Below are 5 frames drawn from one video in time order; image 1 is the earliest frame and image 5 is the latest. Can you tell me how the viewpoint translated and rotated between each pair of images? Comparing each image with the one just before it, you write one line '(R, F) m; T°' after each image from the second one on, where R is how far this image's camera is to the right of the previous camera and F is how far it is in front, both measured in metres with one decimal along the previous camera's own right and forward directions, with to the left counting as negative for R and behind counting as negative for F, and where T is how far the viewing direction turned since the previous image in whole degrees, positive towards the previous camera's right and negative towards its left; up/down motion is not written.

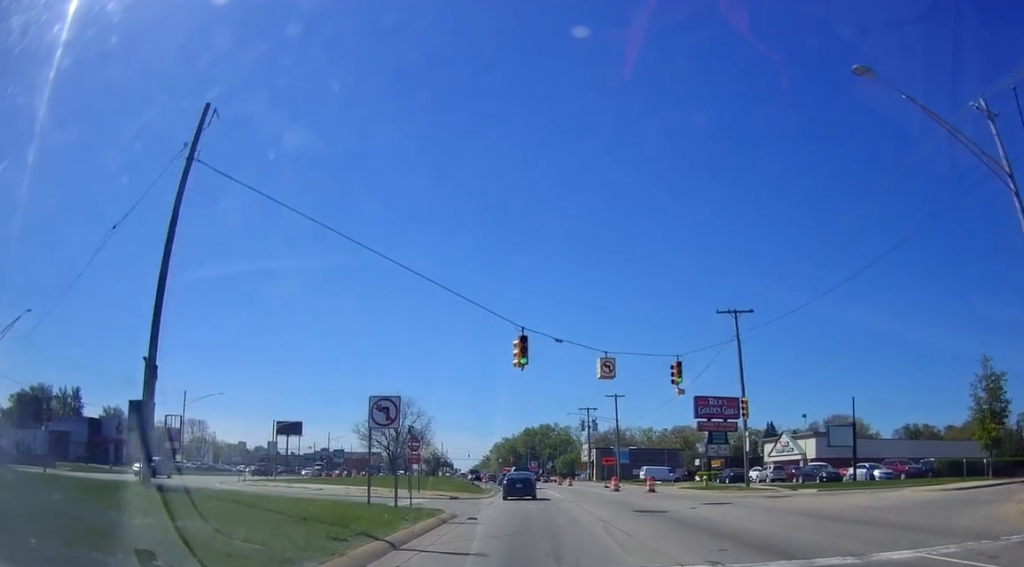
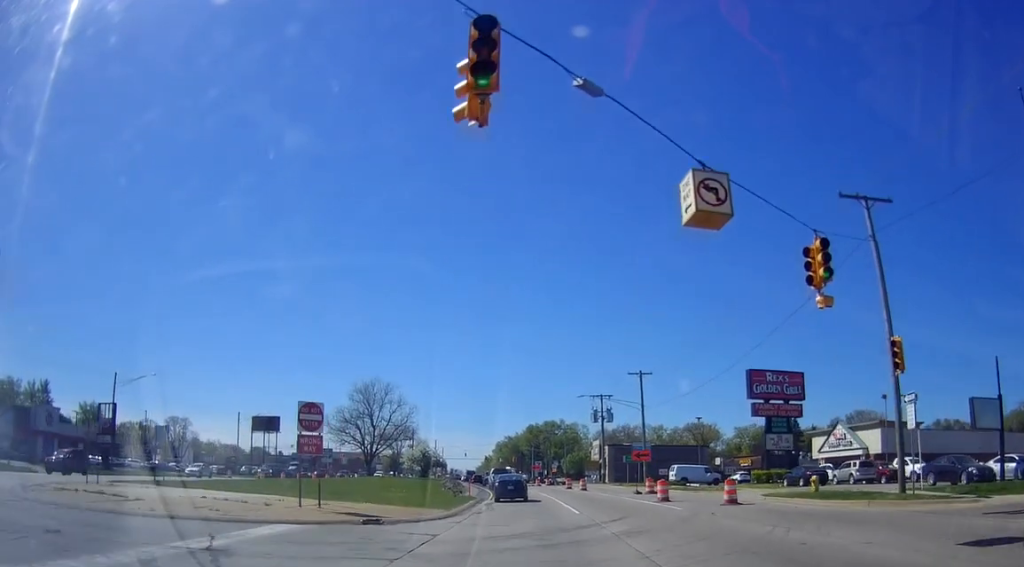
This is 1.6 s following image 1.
(-1.0, +18.0) m; -8°
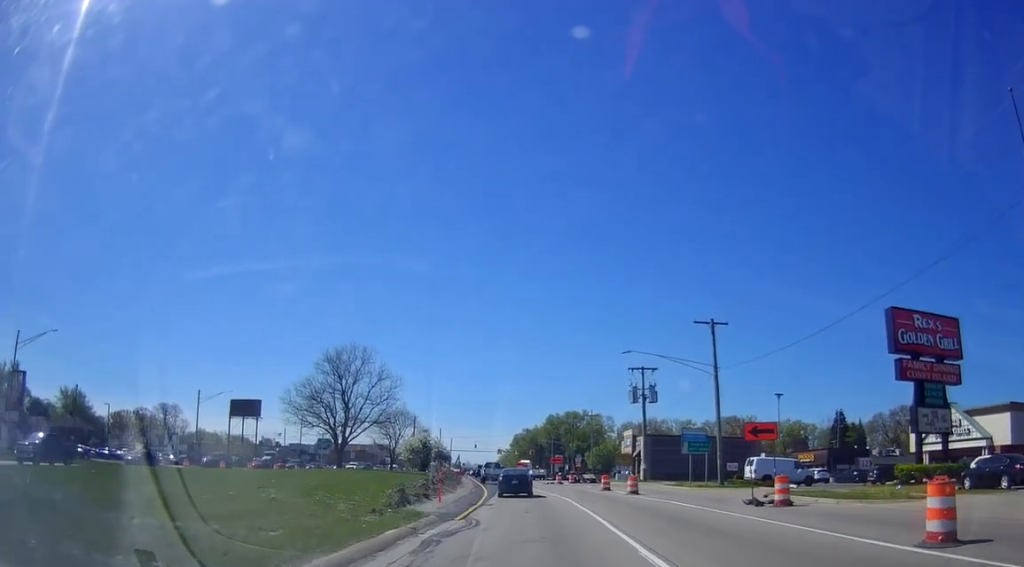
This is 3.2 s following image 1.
(0.0, +20.9) m; +3°
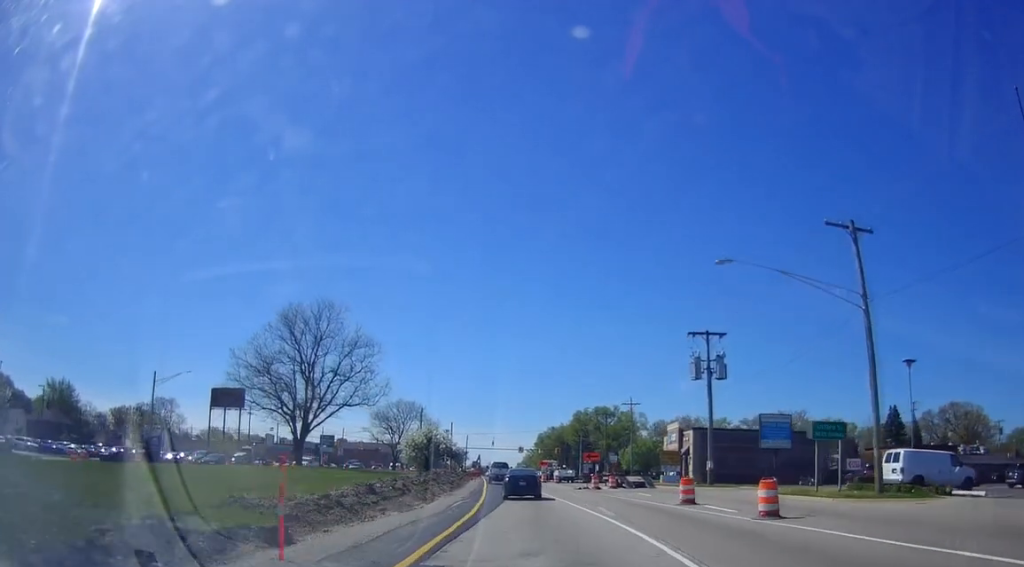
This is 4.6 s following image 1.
(+0.5, +18.3) m; +3°
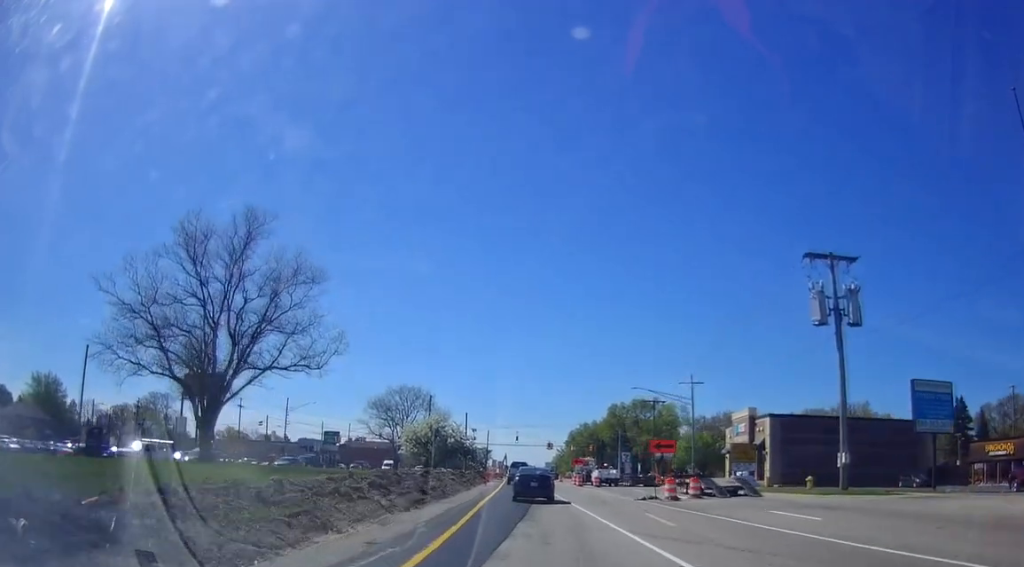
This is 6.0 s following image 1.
(-0.3, +19.6) m; -6°
